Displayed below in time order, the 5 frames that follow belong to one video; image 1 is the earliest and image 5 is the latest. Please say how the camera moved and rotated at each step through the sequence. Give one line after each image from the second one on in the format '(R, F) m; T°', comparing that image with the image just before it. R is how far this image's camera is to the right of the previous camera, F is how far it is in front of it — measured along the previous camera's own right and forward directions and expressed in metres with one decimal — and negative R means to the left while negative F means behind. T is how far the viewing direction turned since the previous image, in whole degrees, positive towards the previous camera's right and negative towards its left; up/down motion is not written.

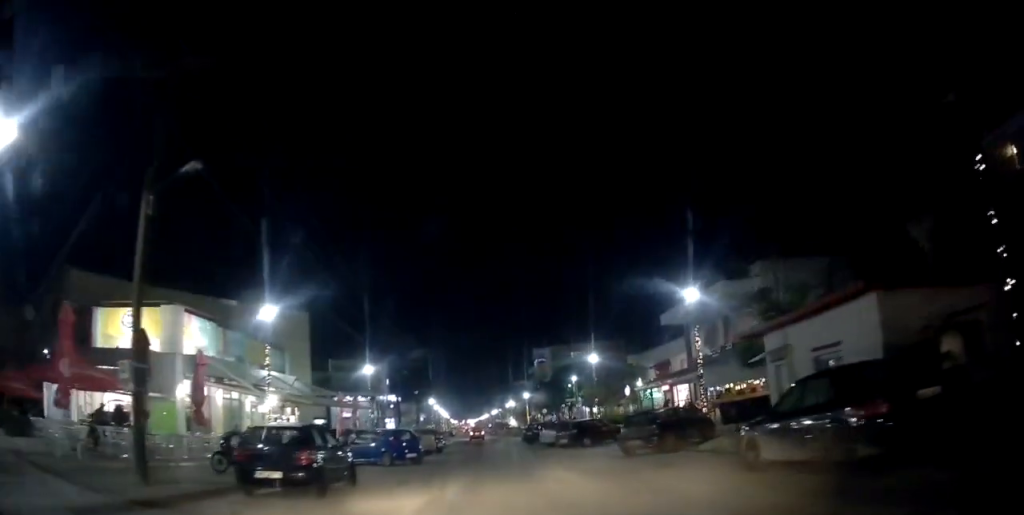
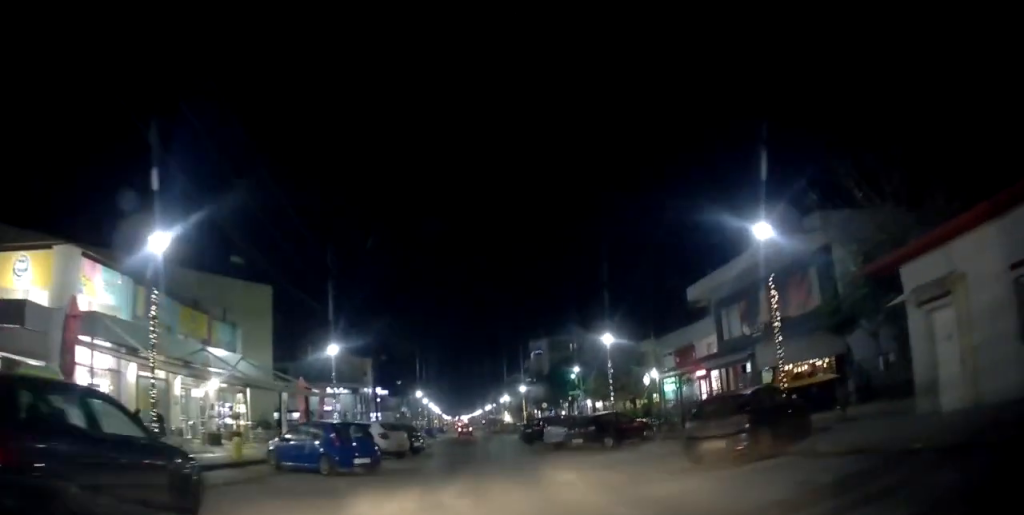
(-0.3, +7.0) m; 0°
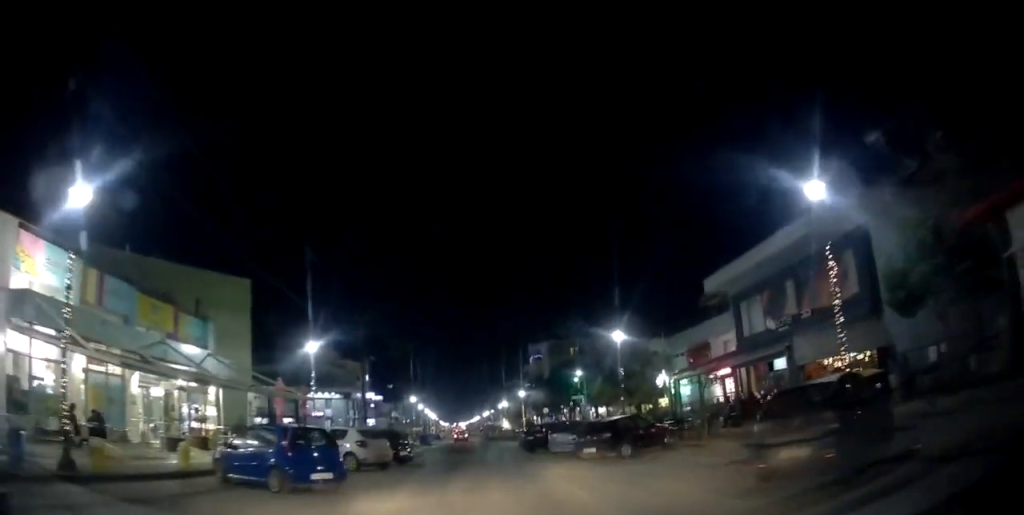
(+0.2, +3.3) m; 0°
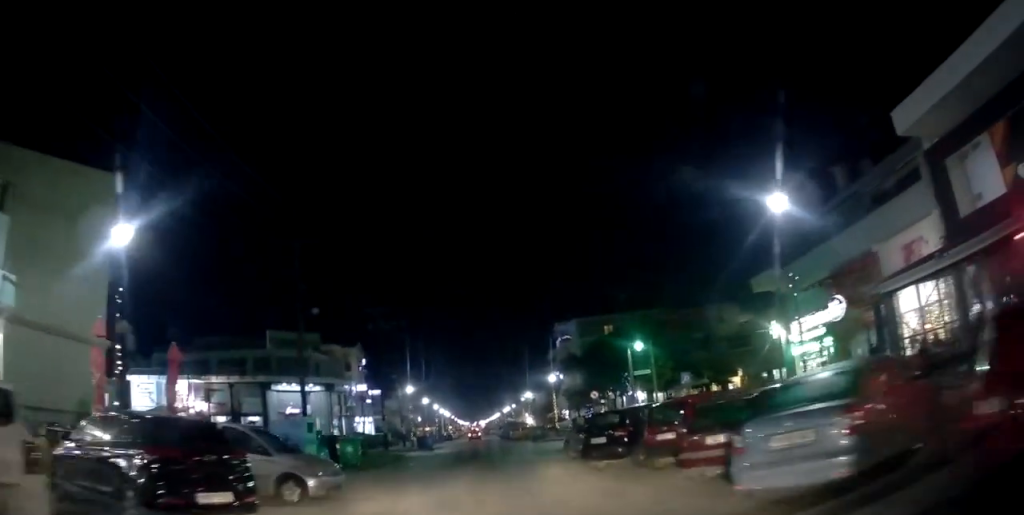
(-0.4, +16.5) m; -3°
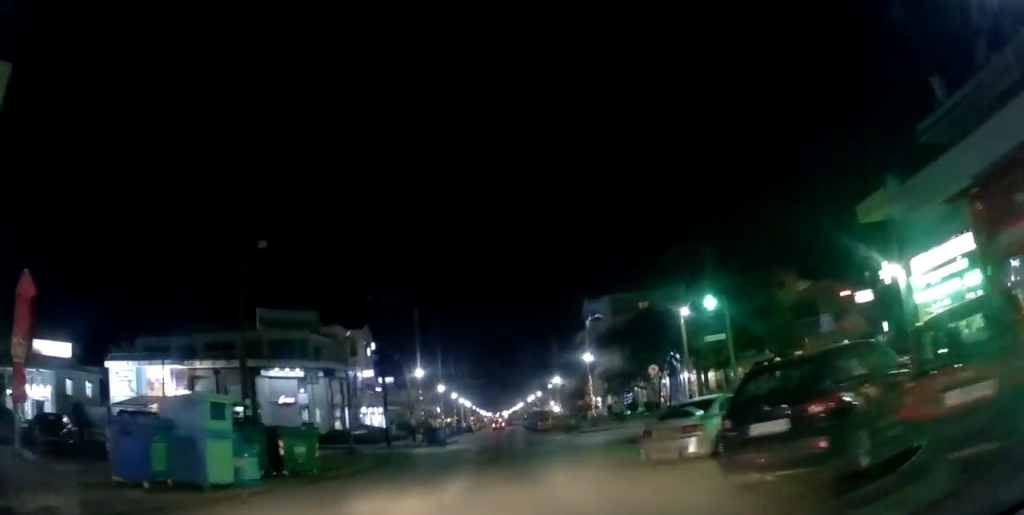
(0.0, +8.1) m; -1°
